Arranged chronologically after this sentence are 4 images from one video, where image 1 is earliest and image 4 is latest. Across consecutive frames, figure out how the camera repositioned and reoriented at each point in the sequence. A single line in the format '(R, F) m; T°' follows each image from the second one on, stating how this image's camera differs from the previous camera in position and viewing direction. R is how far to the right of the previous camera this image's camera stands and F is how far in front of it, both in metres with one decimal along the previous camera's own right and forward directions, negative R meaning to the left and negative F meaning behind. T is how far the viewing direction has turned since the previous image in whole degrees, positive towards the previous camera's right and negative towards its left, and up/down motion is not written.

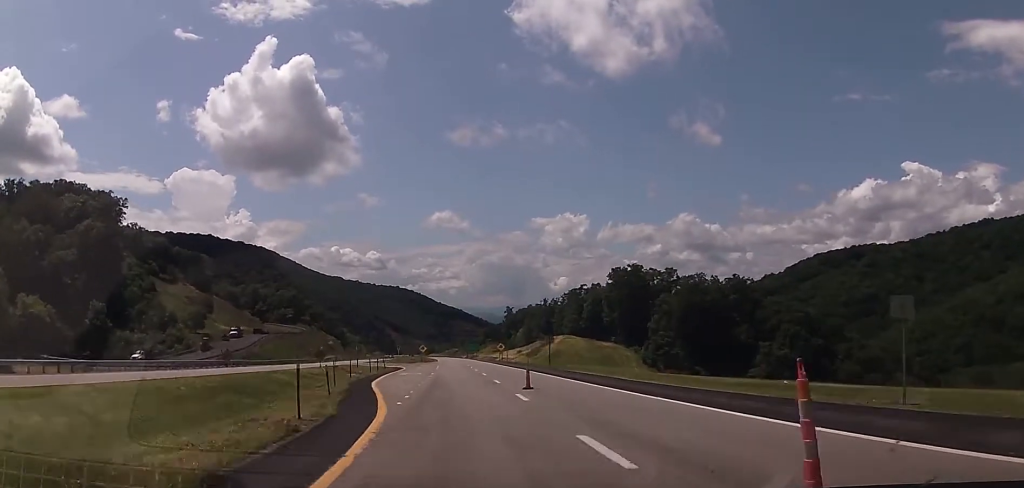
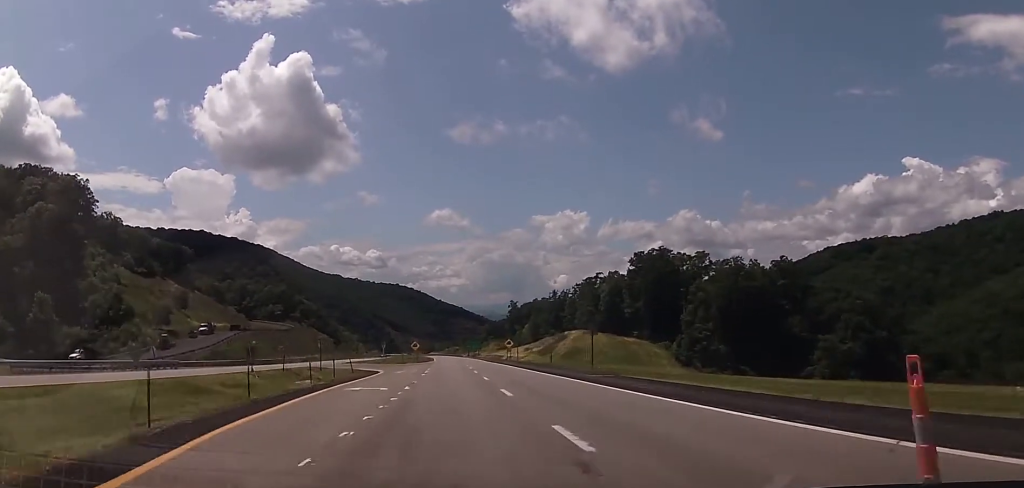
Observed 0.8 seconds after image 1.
(0.0, +23.2) m; 0°
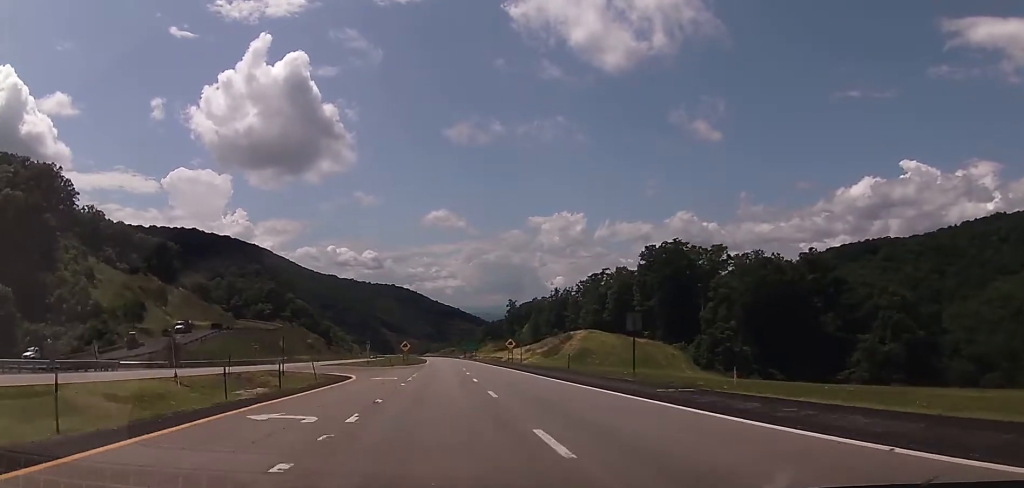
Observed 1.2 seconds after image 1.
(0.0, +12.6) m; 0°
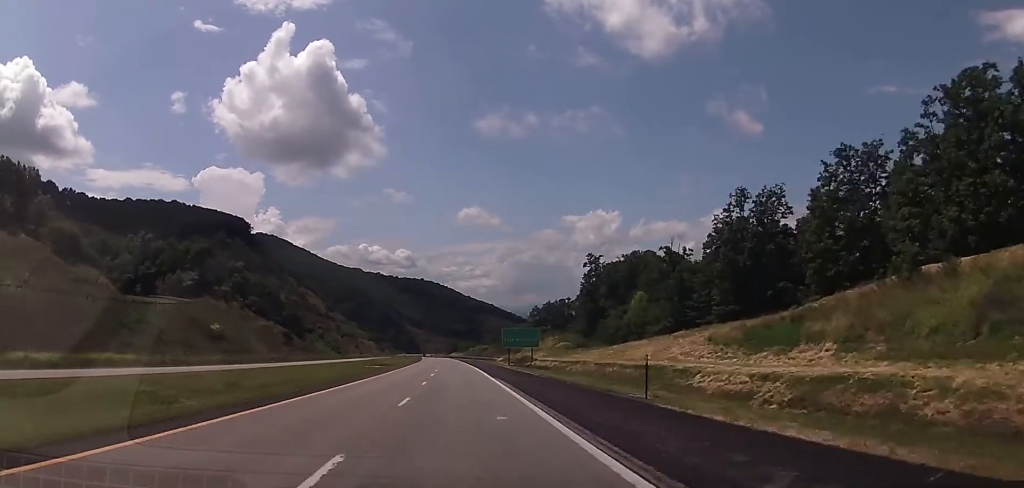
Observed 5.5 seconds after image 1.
(-0.8, +125.2) m; -1°
